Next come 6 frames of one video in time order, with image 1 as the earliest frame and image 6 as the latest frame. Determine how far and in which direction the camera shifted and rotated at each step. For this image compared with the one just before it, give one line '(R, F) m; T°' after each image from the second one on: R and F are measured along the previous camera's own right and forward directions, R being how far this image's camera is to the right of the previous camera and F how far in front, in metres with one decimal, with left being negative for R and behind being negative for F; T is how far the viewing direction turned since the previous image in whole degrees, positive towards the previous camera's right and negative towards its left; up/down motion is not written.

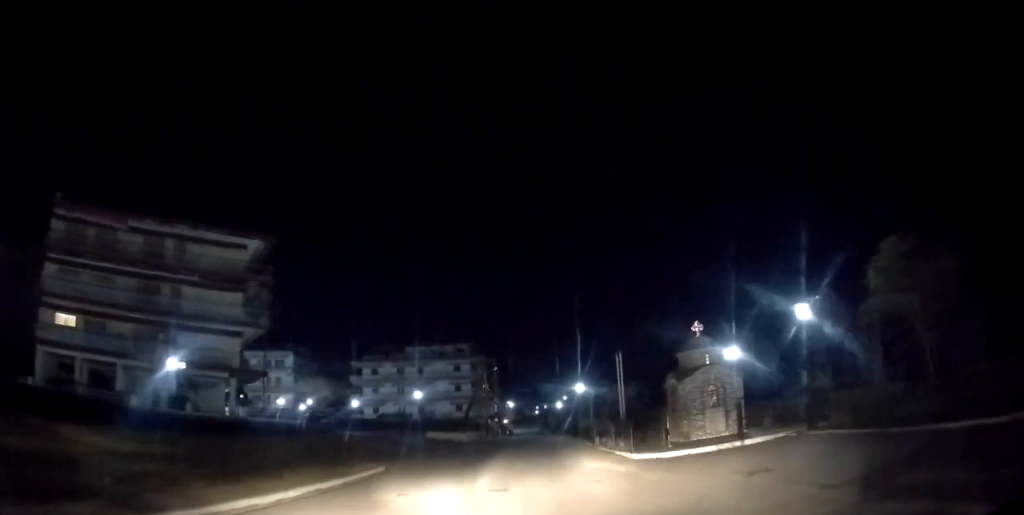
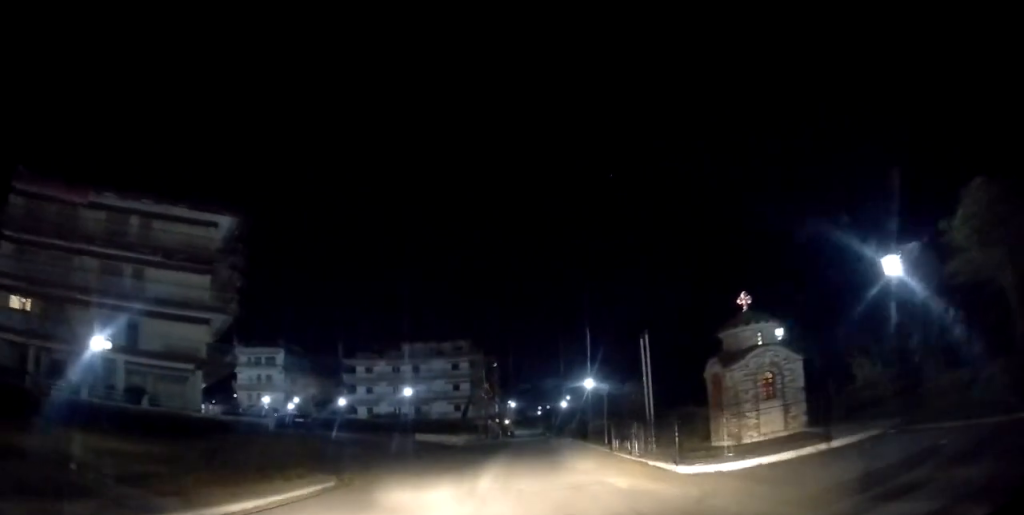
(+0.3, +4.7) m; +1°
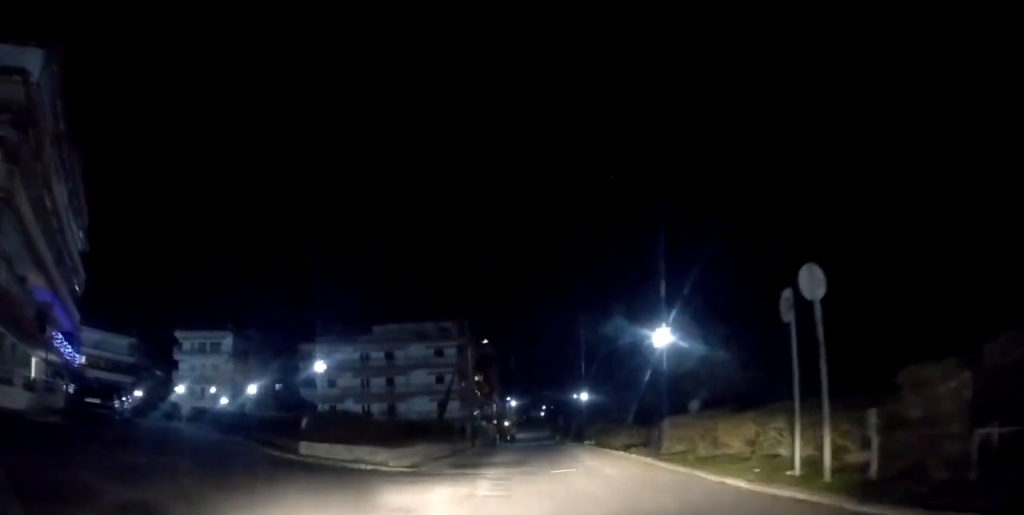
(-0.9, +17.8) m; -2°
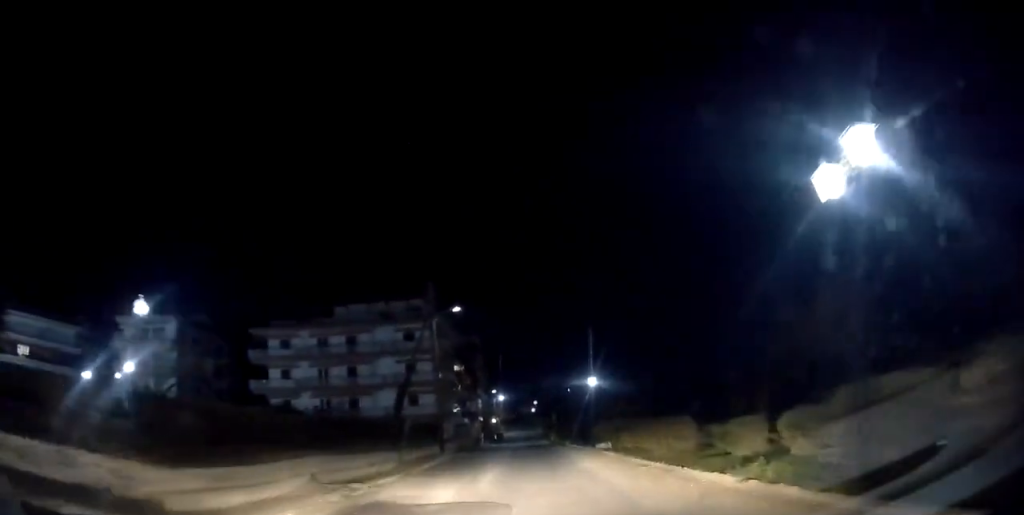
(+0.6, +11.0) m; +3°
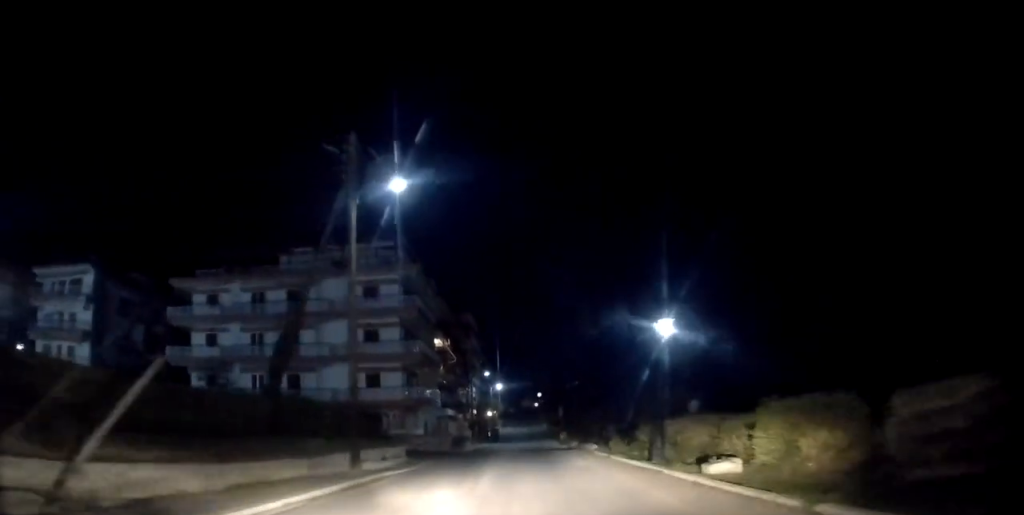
(-0.7, +15.8) m; -1°
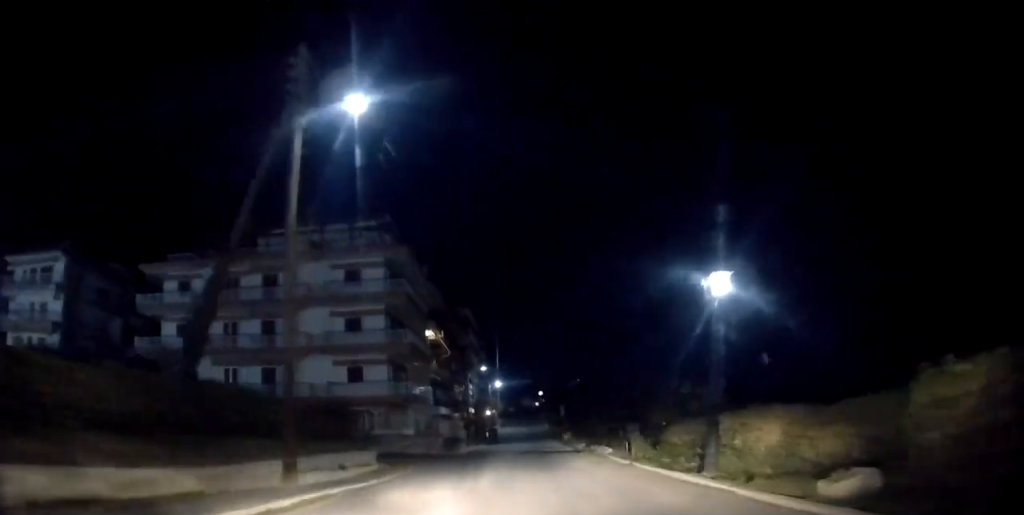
(0.0, +4.3) m; 0°
